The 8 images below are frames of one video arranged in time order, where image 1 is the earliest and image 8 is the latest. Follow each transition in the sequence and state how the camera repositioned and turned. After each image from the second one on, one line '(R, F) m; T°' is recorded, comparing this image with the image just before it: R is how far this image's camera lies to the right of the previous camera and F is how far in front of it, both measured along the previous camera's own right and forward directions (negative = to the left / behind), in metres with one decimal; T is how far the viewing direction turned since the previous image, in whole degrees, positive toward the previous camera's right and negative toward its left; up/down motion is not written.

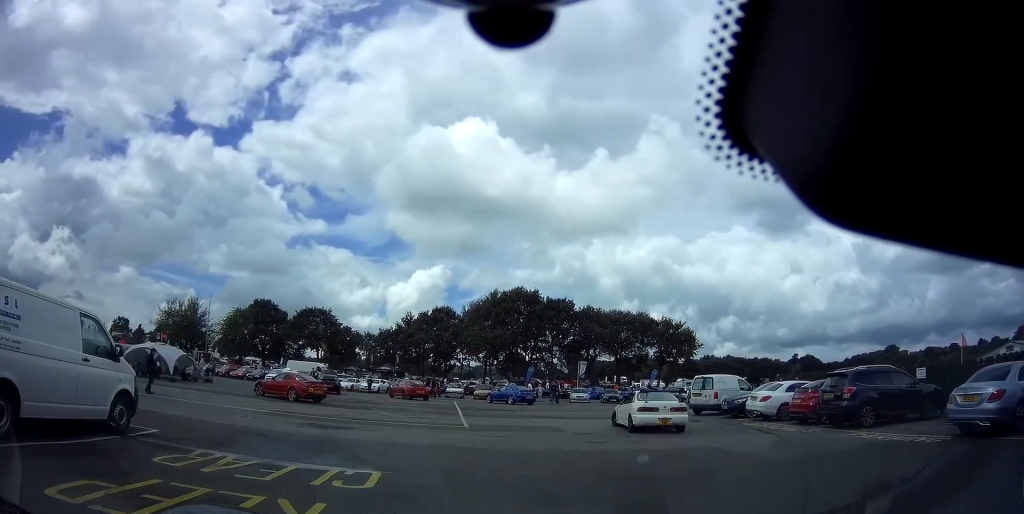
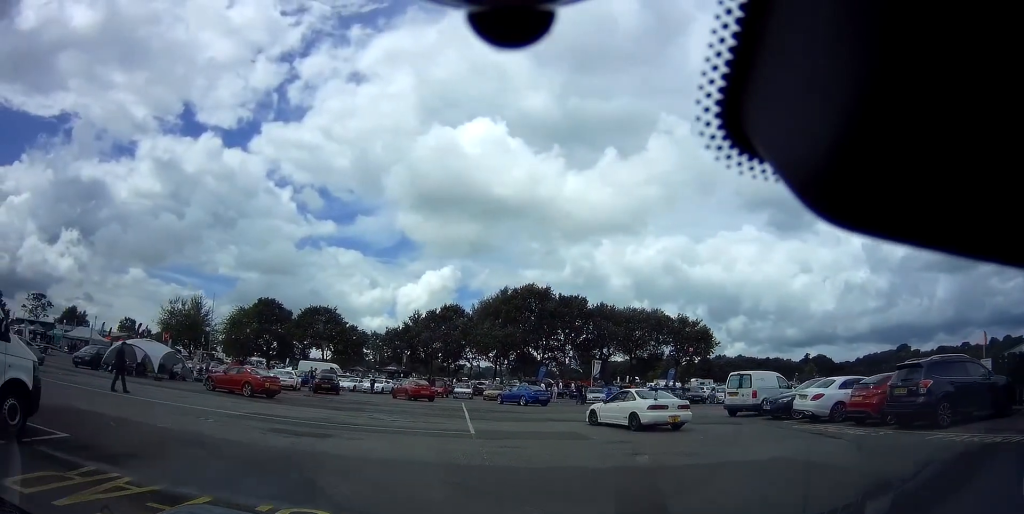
(-0.2, +2.8) m; 0°
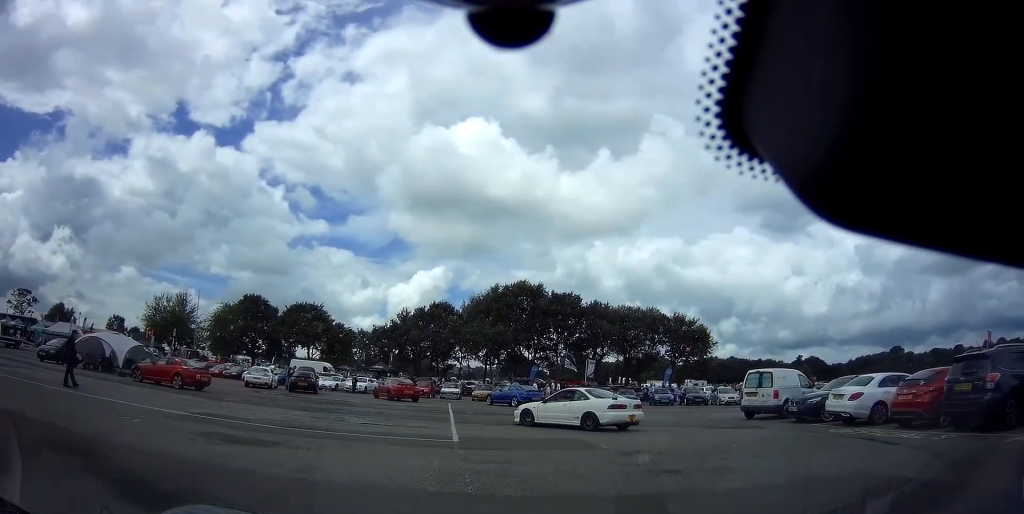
(+0.3, +2.5) m; 0°
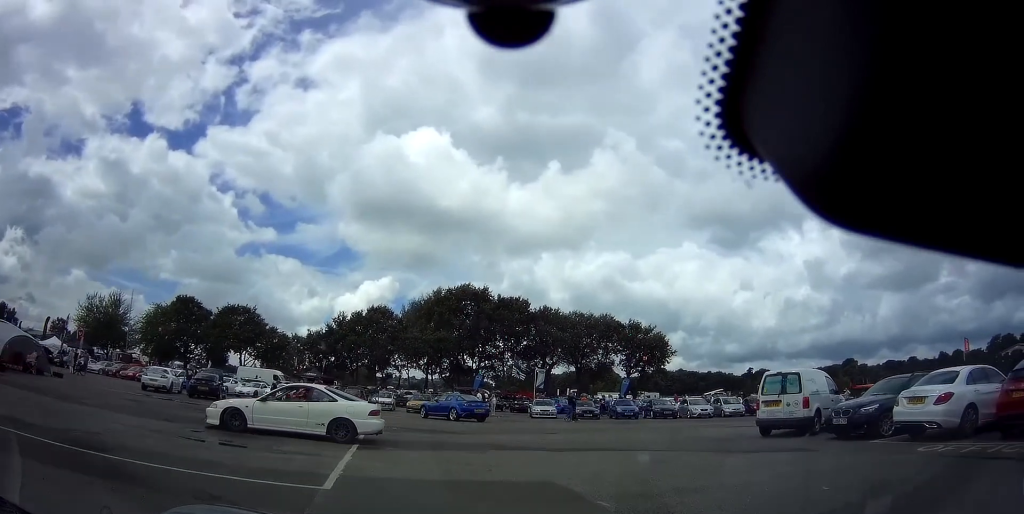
(-0.2, +5.7) m; +1°
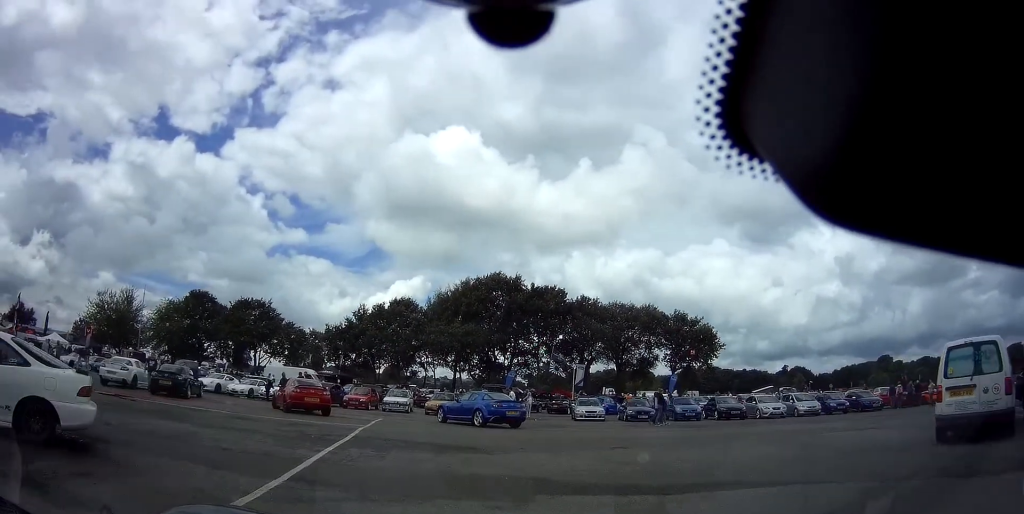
(+0.2, +5.8) m; -2°
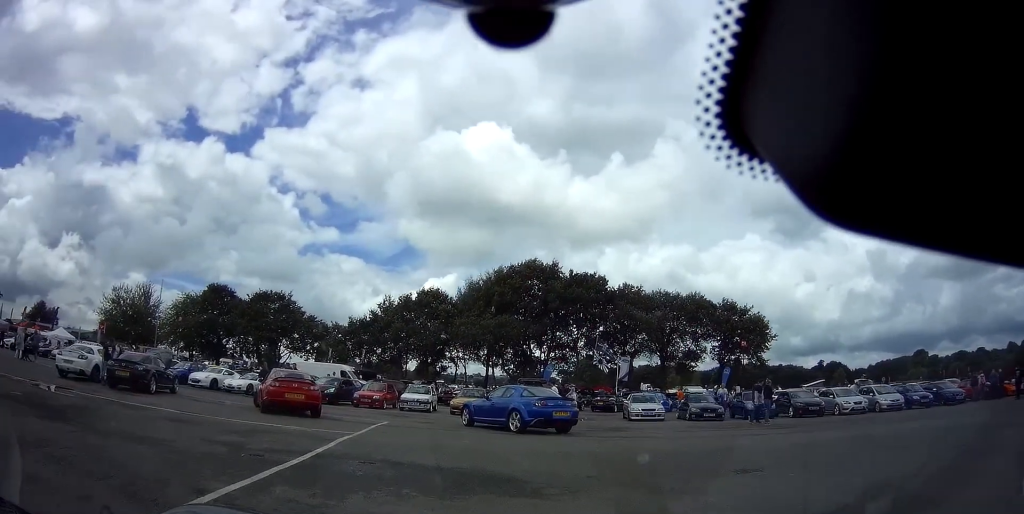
(-0.2, +4.7) m; -3°
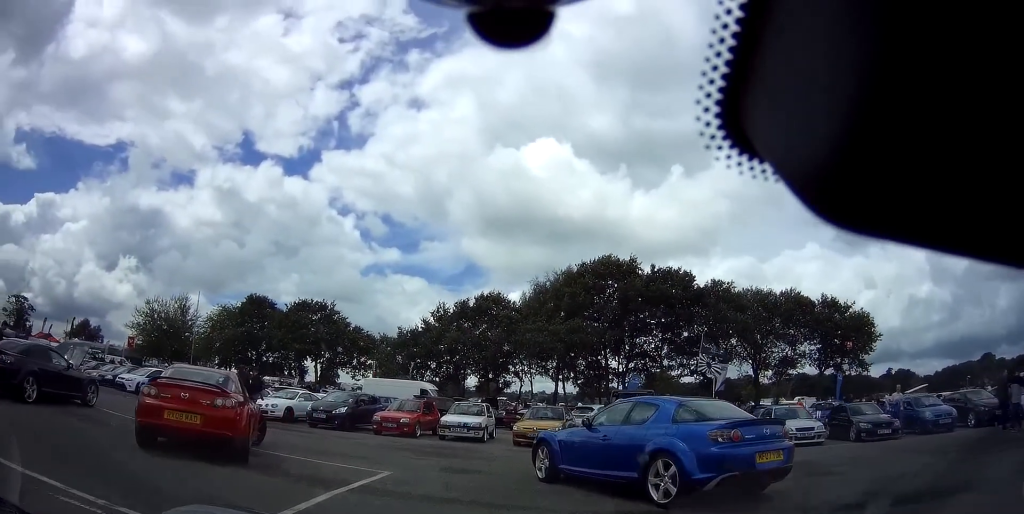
(-0.2, +8.1) m; -9°
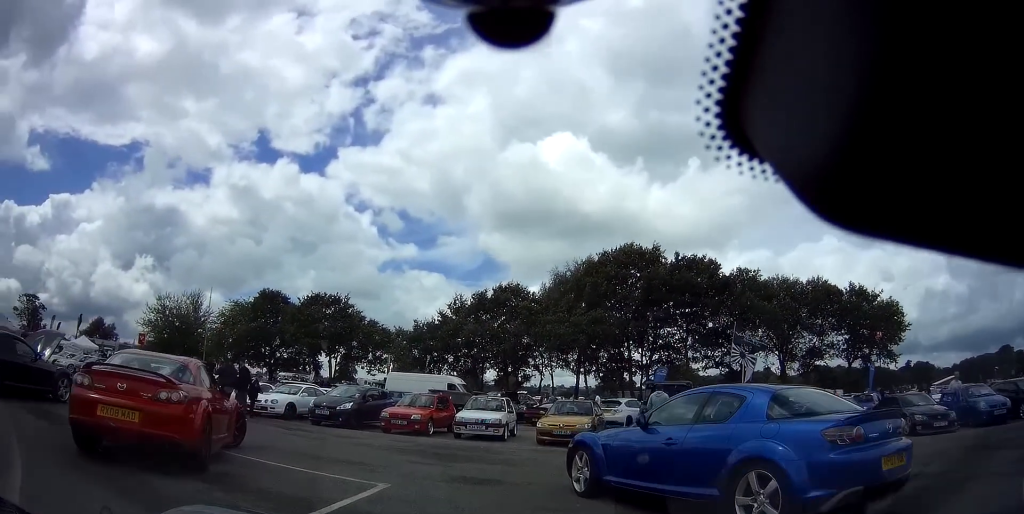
(-0.2, +1.8) m; -4°
